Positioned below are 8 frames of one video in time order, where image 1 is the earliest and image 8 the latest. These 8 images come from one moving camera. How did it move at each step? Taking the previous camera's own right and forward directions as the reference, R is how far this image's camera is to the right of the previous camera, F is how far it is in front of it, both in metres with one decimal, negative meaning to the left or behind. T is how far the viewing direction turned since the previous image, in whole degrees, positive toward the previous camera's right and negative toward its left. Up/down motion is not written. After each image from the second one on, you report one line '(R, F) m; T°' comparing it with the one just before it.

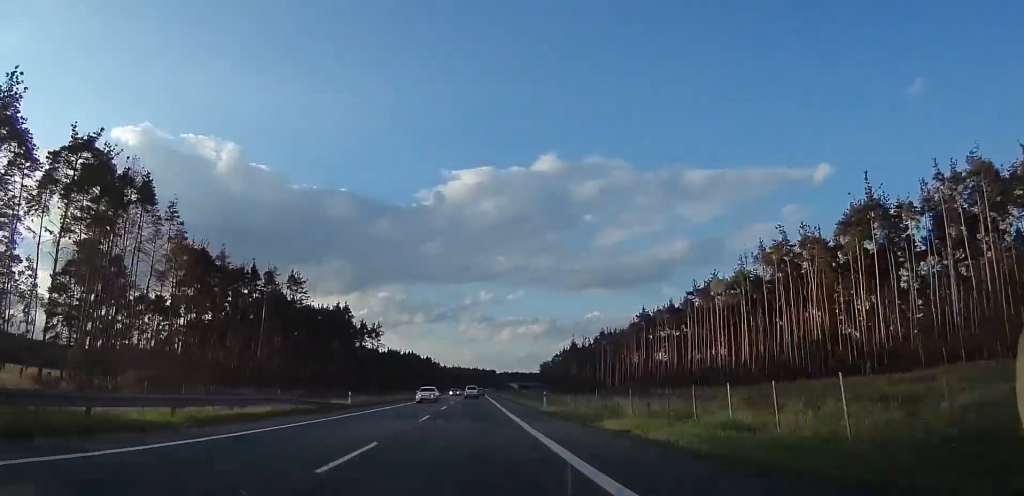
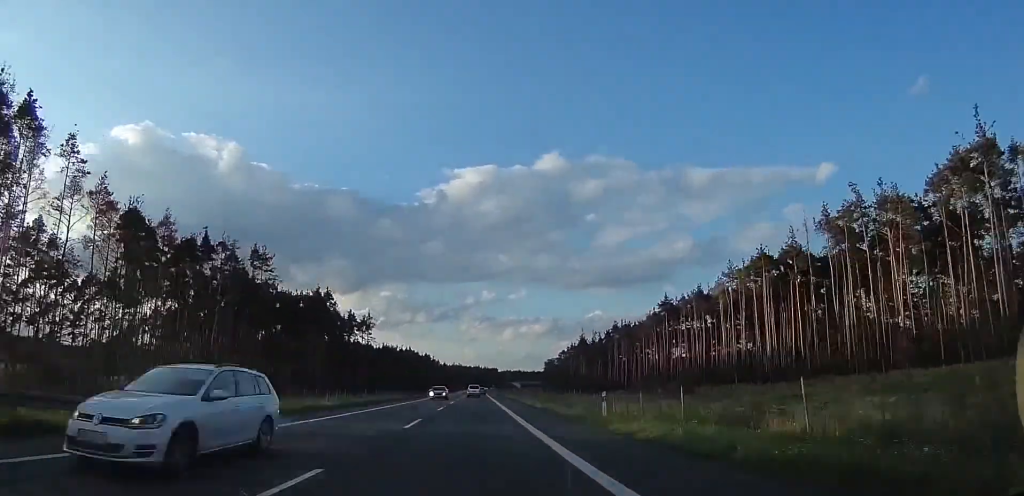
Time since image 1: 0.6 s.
(0.0, +16.1) m; +1°
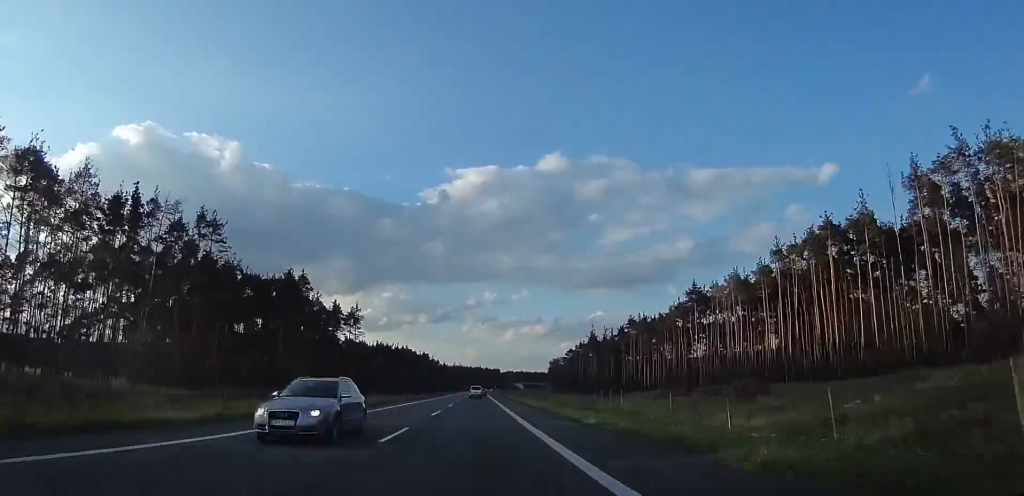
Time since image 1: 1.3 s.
(+0.3, +16.2) m; +1°
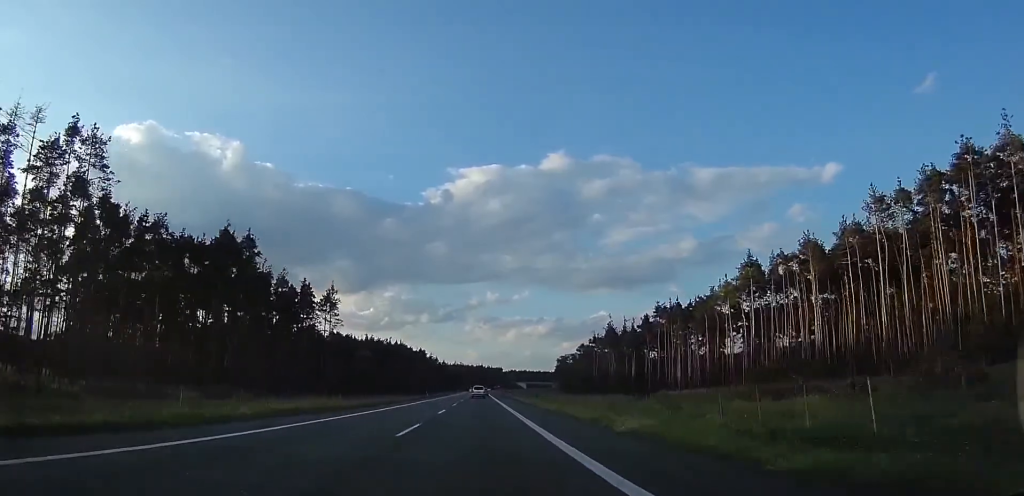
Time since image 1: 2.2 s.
(+0.1, +22.8) m; 0°
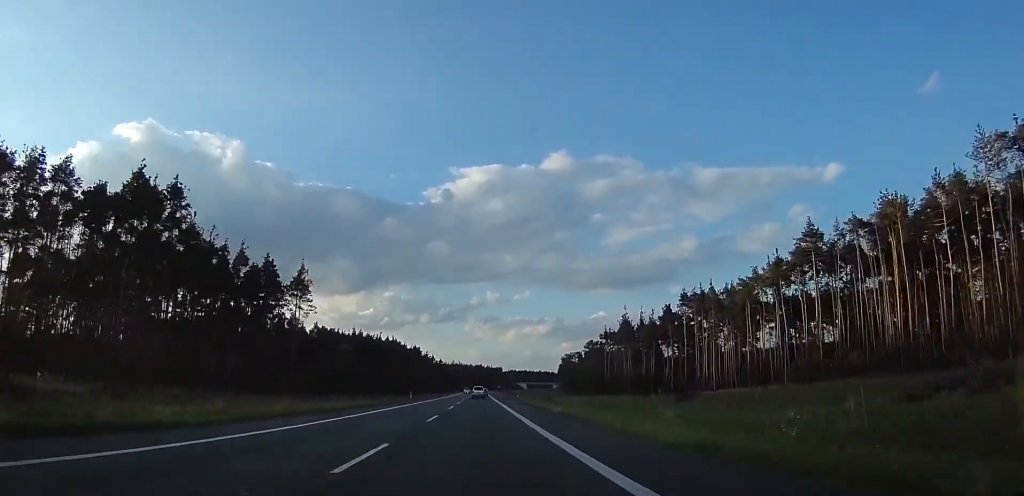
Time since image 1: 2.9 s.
(0.0, +17.6) m; -1°
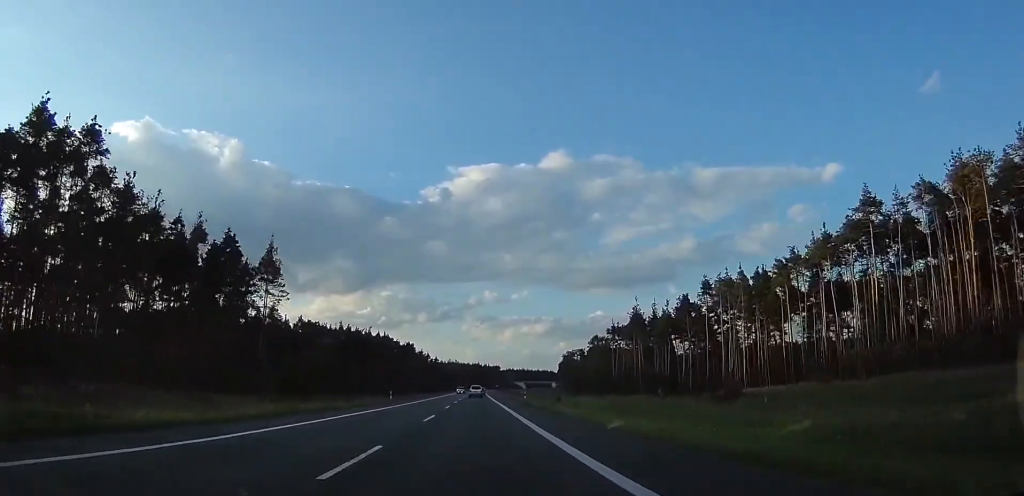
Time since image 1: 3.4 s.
(+0.1, +12.5) m; -1°
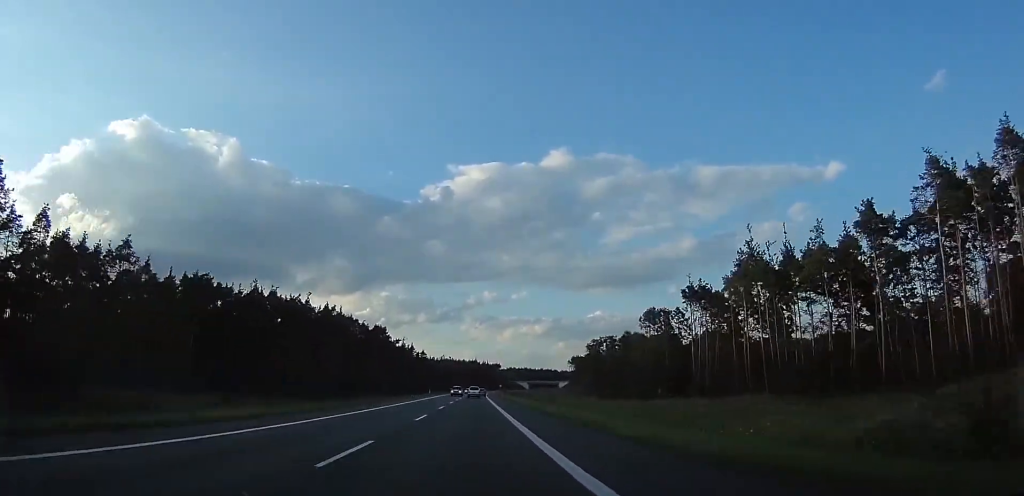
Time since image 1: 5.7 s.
(-0.7, +58.5) m; 0°
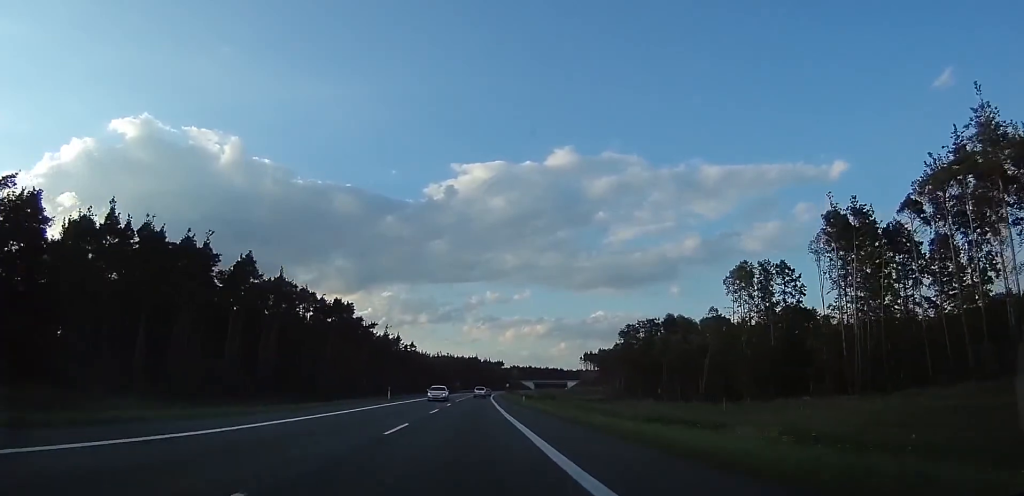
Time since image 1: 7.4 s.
(+0.5, +42.2) m; 0°
